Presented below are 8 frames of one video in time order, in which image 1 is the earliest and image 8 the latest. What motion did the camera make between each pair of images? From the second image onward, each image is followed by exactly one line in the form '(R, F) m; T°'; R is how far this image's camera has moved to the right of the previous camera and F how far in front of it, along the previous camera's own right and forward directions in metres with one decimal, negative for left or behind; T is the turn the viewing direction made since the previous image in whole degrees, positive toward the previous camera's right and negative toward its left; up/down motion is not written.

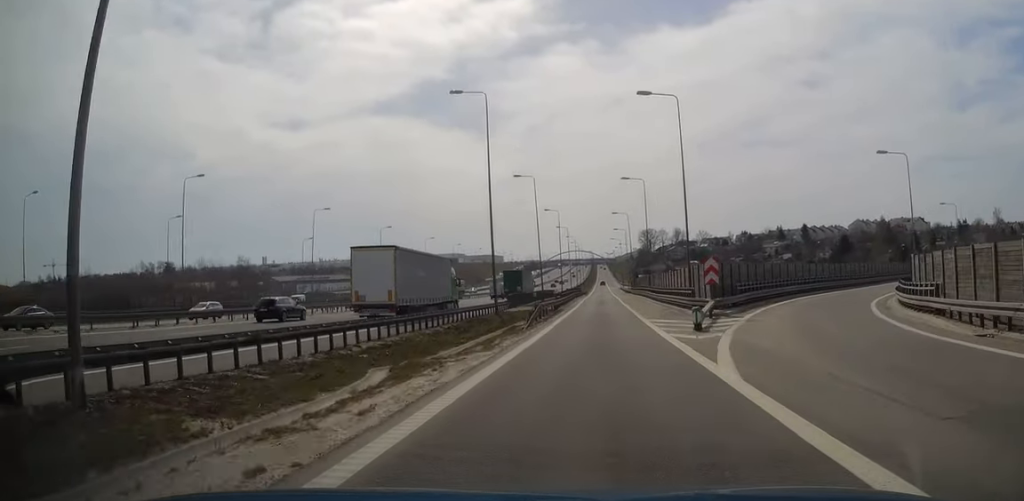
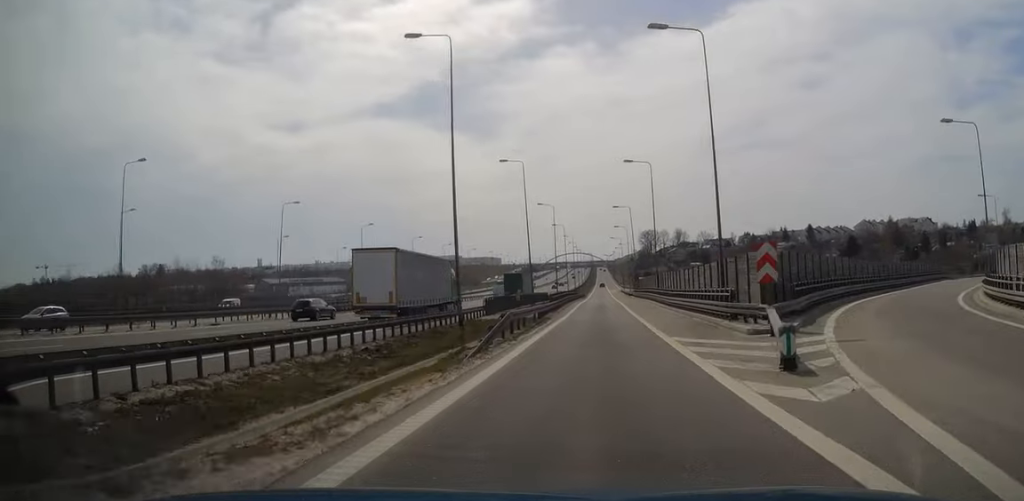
(0.0, +10.3) m; 0°
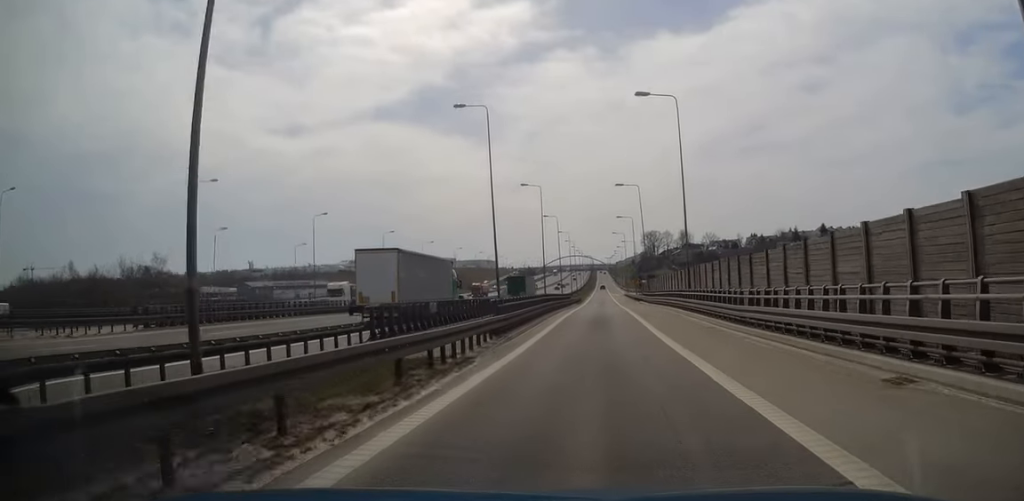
(0.0, +21.0) m; 0°
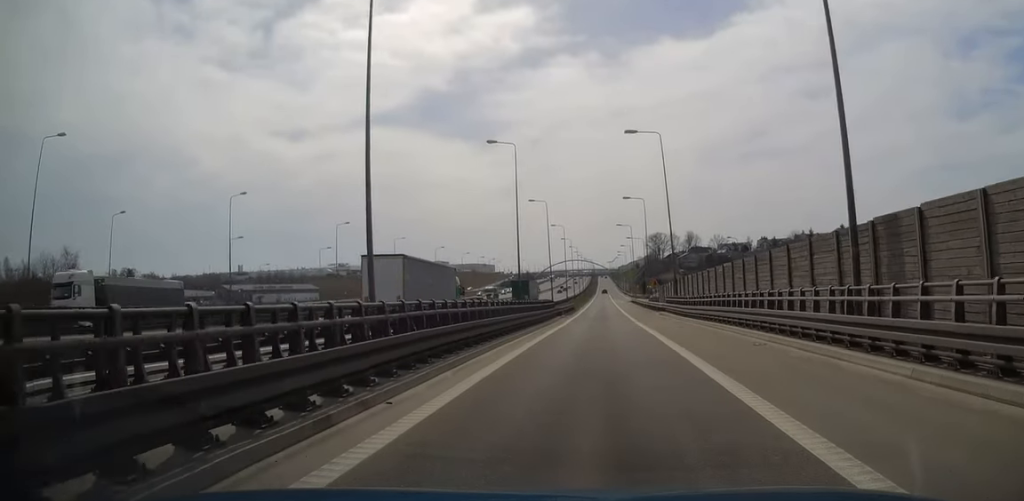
(0.0, +24.7) m; 0°
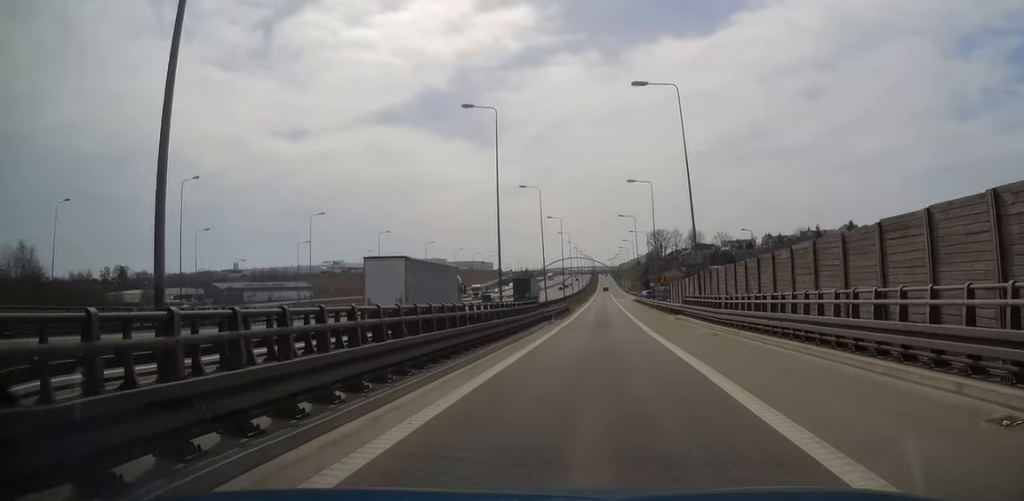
(0.0, +10.2) m; 0°
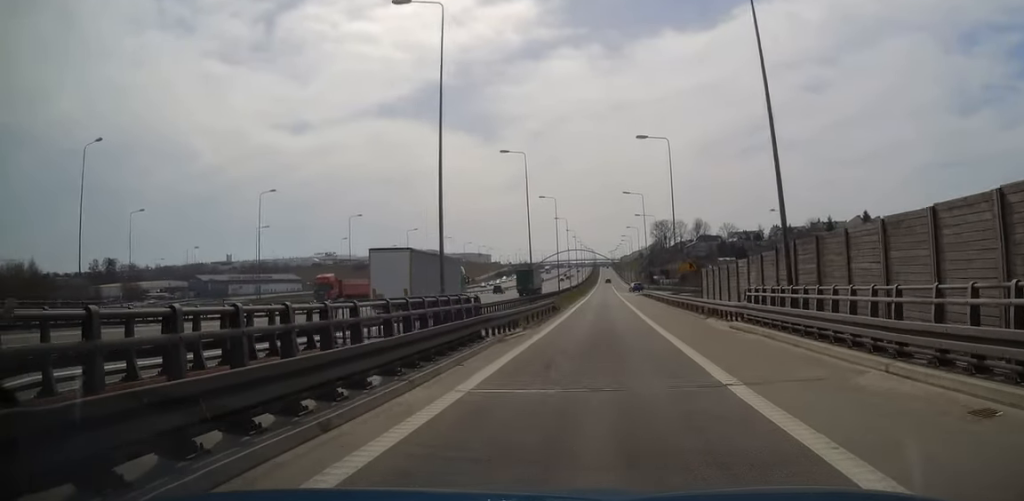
(0.0, +16.0) m; 0°
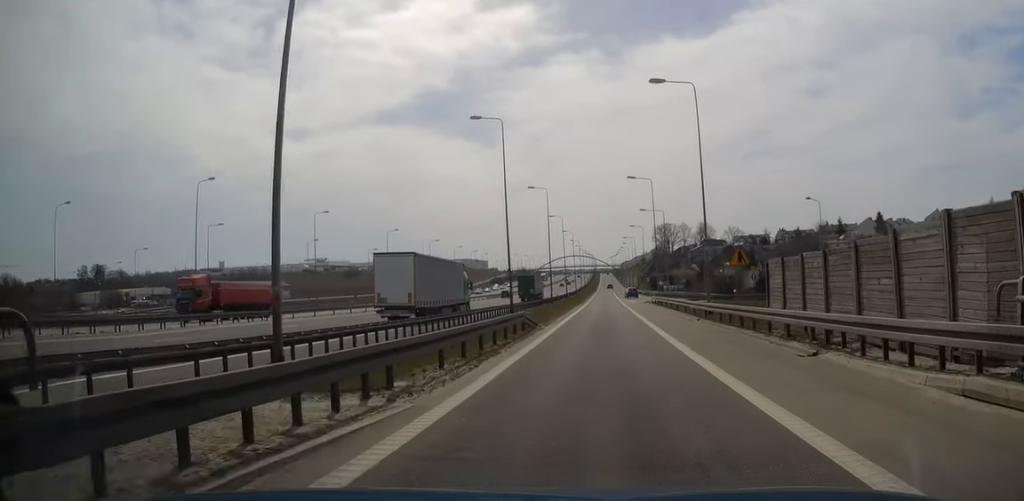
(0.0, +14.3) m; 0°
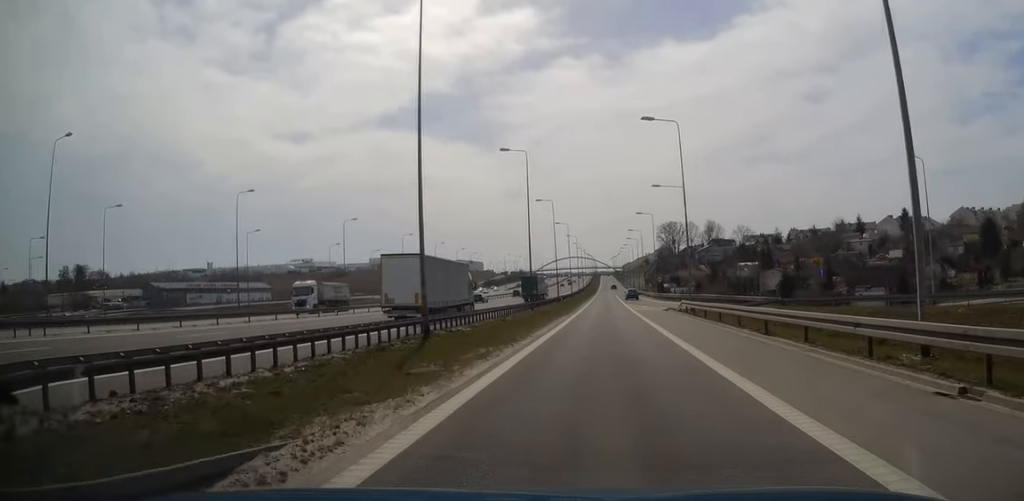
(0.0, +22.9) m; 0°
